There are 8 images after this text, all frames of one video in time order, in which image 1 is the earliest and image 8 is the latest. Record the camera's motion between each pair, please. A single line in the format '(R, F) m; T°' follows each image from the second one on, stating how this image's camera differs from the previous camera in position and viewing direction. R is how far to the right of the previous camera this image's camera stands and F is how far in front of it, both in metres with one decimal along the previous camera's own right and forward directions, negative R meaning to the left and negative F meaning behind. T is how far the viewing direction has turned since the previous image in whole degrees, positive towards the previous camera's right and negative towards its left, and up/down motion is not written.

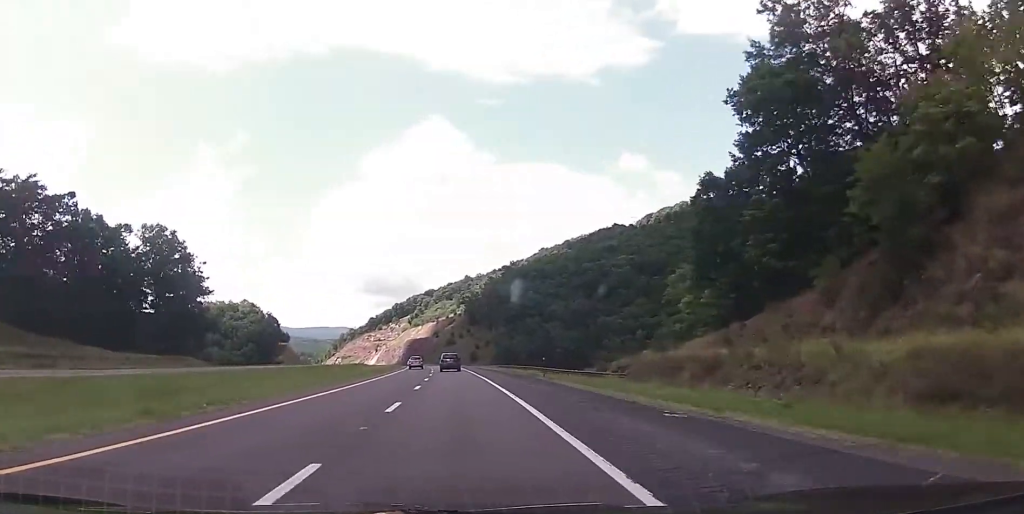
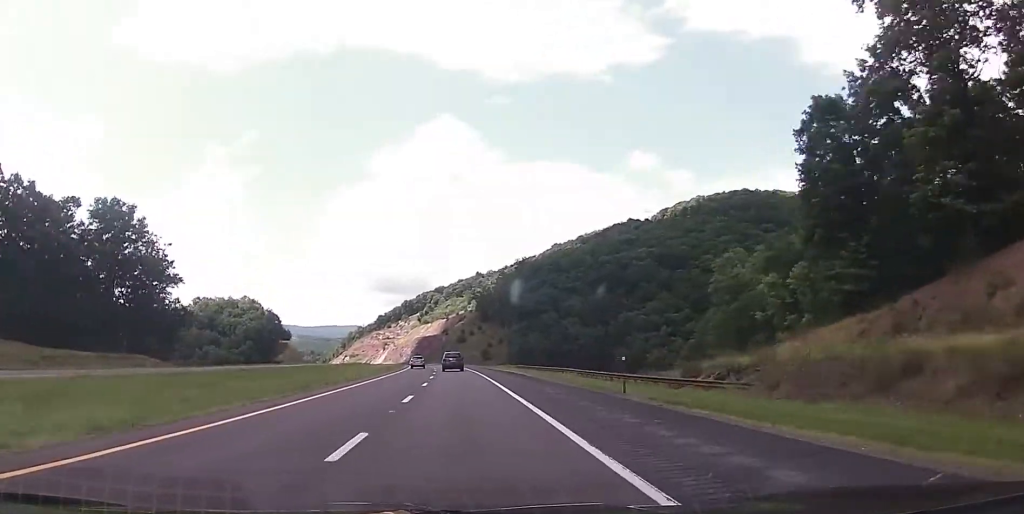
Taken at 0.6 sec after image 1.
(-0.5, +20.1) m; -1°
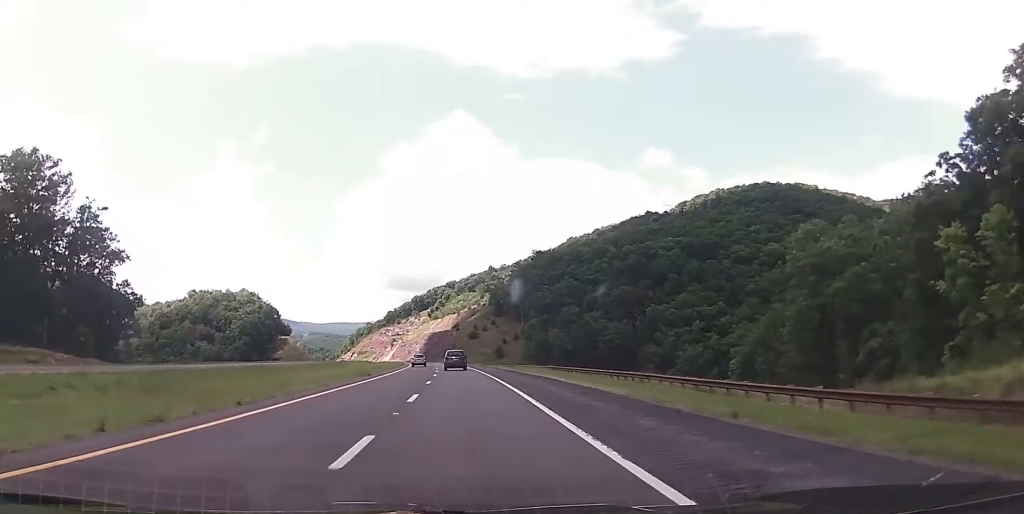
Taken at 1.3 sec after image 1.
(-0.2, +24.6) m; 0°
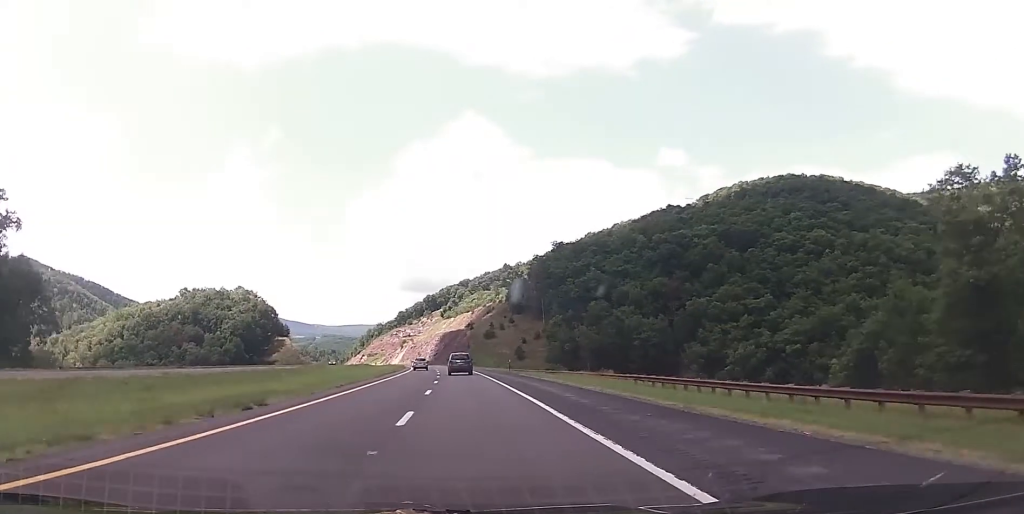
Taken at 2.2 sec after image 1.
(0.0, +30.2) m; -1°
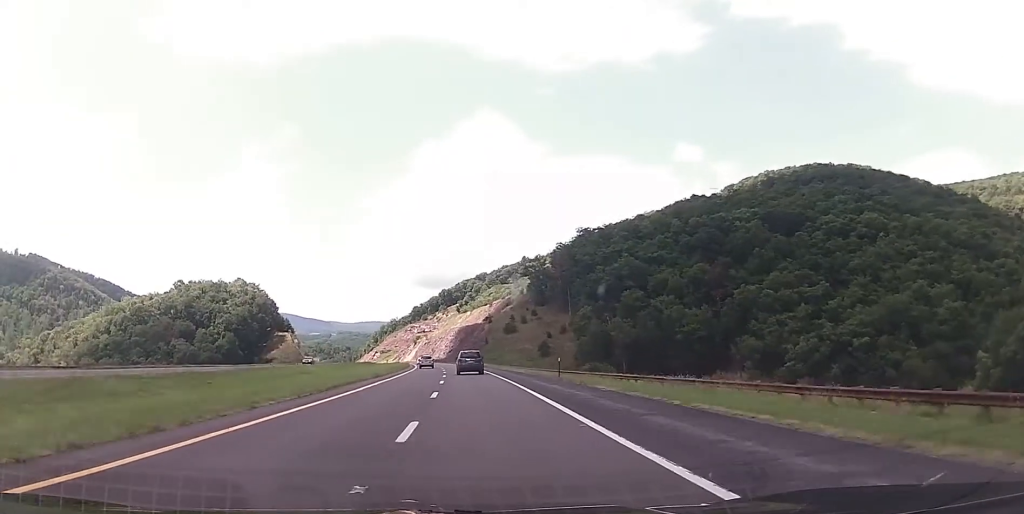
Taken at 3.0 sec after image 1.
(-0.2, +26.8) m; -2°
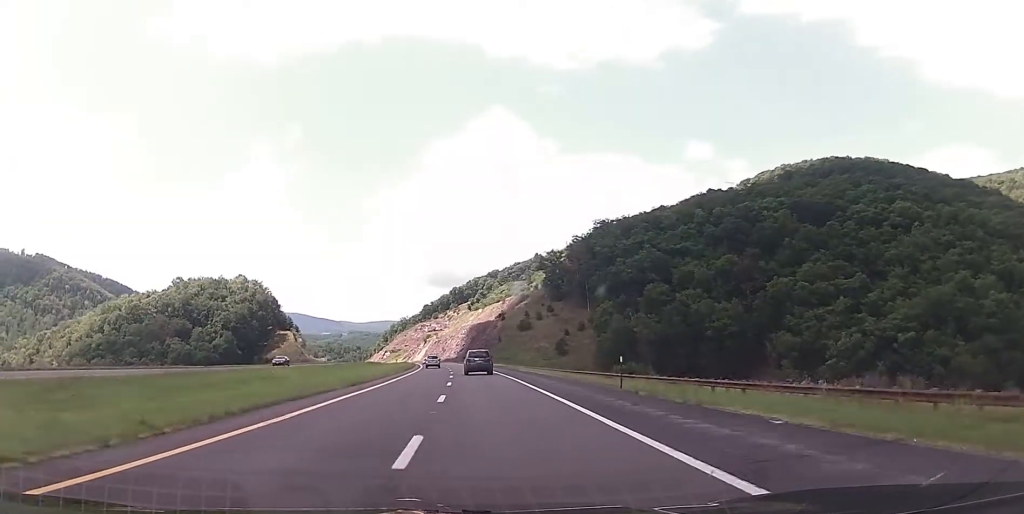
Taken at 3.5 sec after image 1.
(-0.3, +14.5) m; -1°
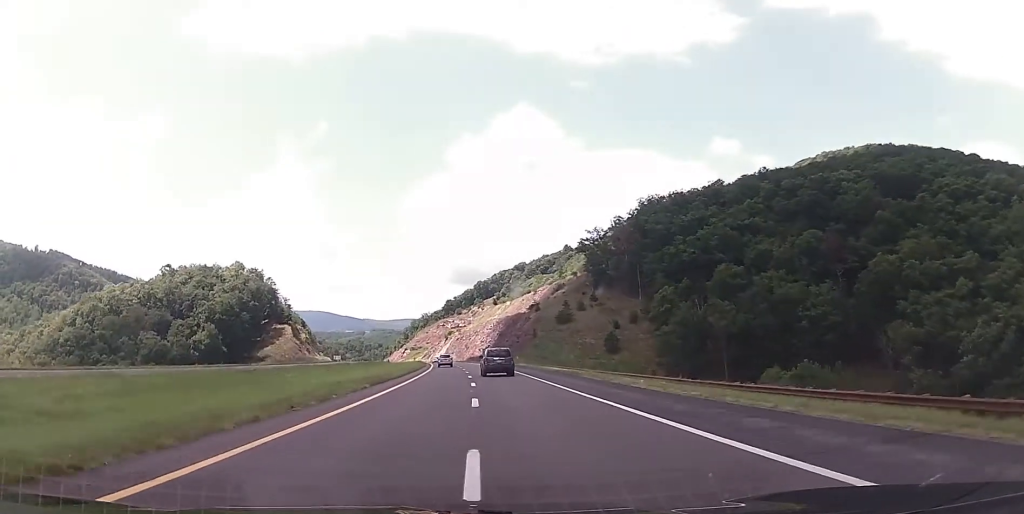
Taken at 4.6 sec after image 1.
(-0.8, +37.9) m; -2°
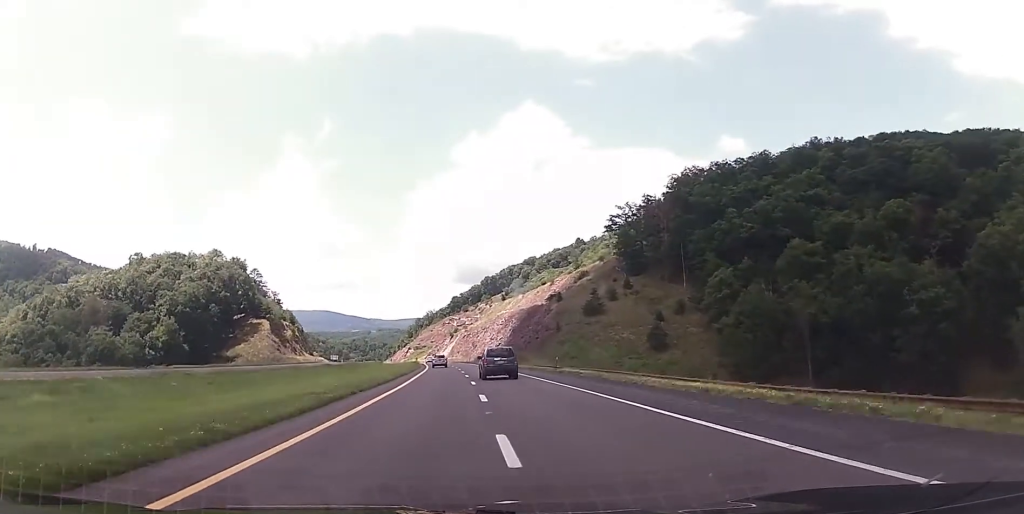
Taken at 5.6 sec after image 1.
(-0.1, +33.5) m; 0°
